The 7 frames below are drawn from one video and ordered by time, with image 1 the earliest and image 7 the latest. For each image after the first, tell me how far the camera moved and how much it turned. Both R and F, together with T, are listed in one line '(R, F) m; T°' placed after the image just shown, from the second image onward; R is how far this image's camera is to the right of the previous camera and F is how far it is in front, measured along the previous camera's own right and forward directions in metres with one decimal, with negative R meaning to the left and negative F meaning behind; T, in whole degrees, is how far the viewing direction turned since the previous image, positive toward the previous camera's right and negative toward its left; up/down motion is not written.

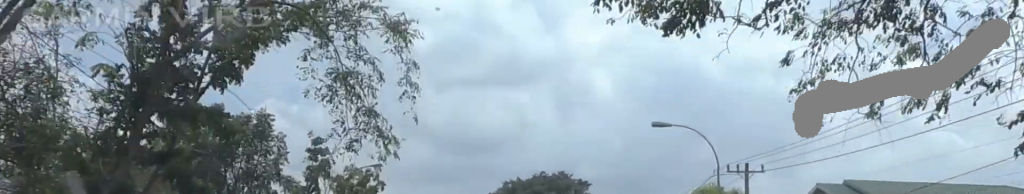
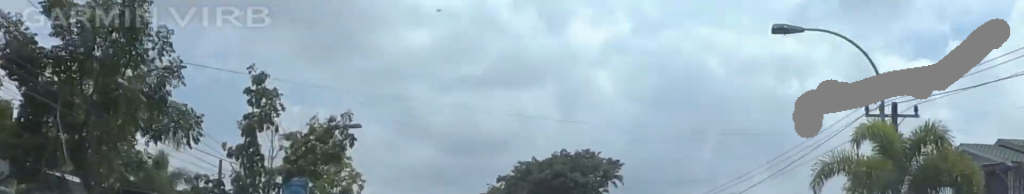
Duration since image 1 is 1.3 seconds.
(+1.0, +14.7) m; 0°
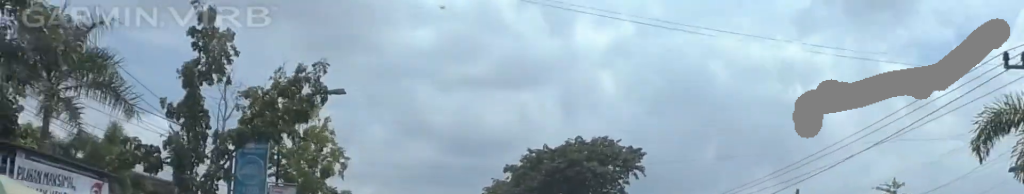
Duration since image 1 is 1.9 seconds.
(-0.2, +7.5) m; -2°
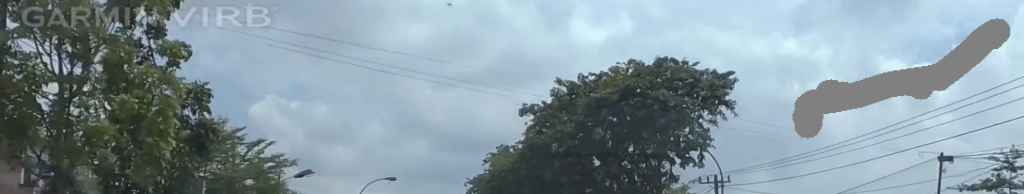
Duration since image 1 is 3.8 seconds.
(+0.4, +22.1) m; 0°
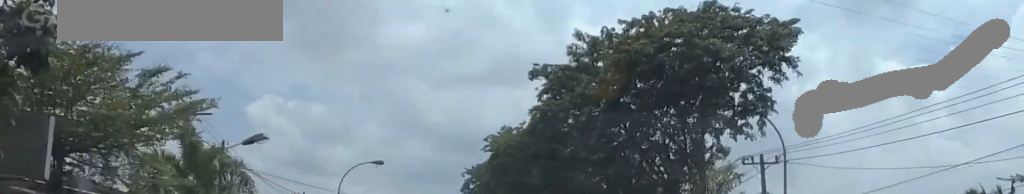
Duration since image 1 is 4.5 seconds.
(-1.0, +8.5) m; -1°
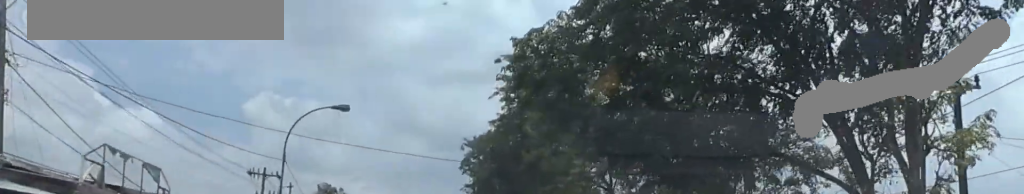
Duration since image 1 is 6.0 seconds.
(+0.6, +17.0) m; +1°
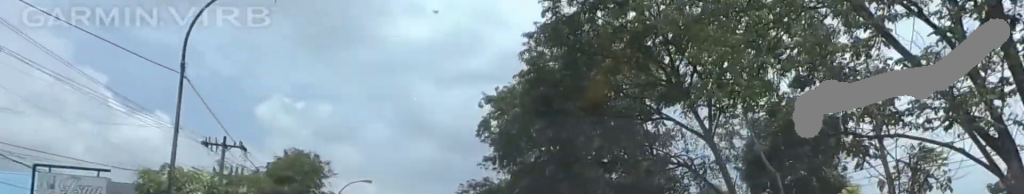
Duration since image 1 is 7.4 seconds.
(+0.5, +16.7) m; +1°
